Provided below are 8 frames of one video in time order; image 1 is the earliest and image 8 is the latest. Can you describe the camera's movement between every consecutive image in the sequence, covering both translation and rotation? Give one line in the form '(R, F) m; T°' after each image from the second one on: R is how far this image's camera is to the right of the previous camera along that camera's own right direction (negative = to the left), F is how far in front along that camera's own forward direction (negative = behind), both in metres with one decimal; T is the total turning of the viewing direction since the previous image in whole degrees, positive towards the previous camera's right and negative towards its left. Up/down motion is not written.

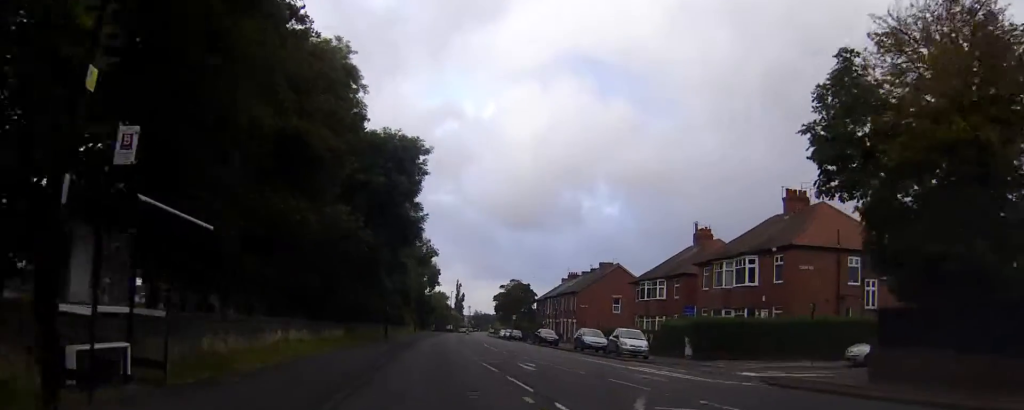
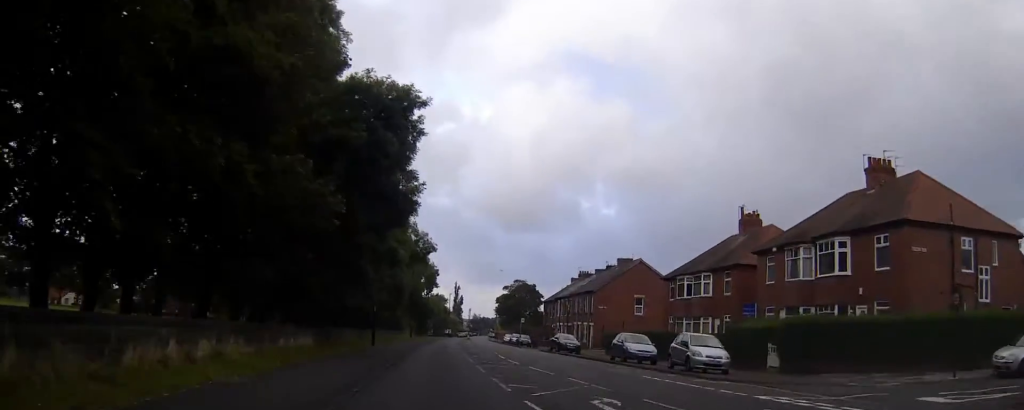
(0.0, +10.4) m; 0°
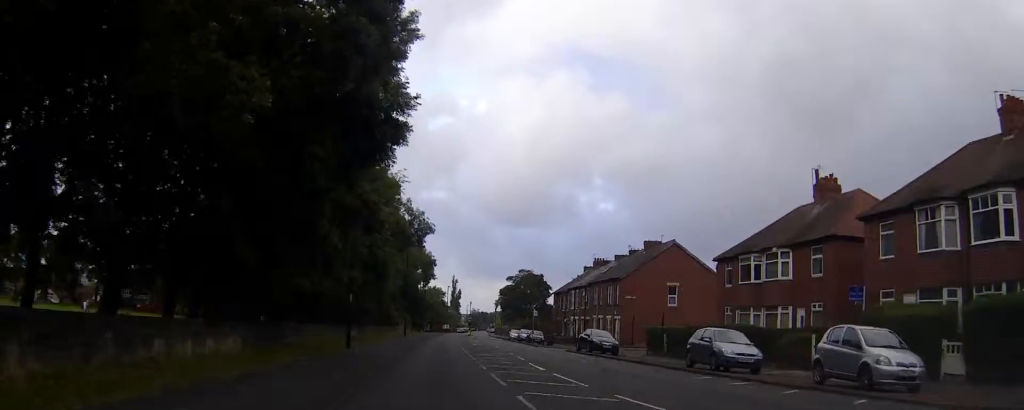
(0.0, +12.2) m; 0°
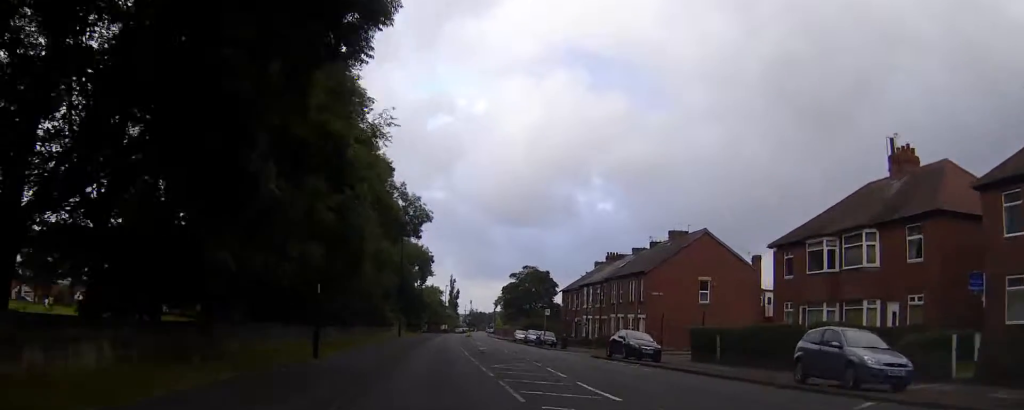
(0.0, +8.7) m; 0°
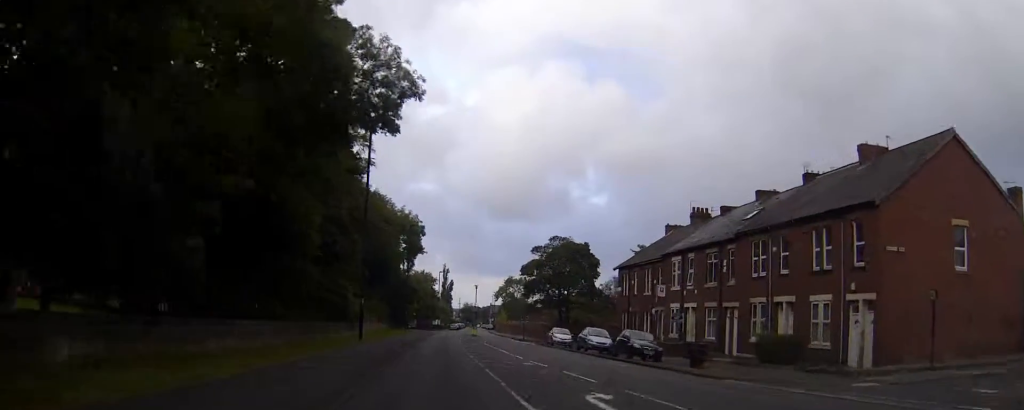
(+0.6, +32.8) m; +2°
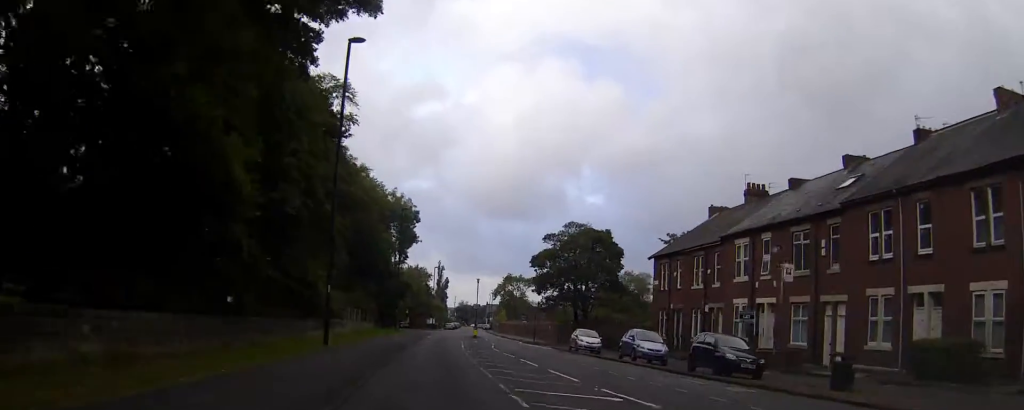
(0.0, +11.6) m; 0°
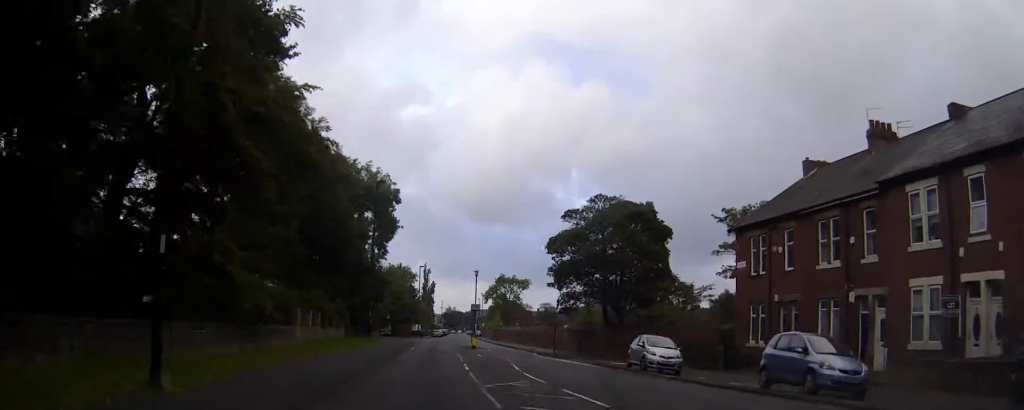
(+0.1, +16.9) m; 0°
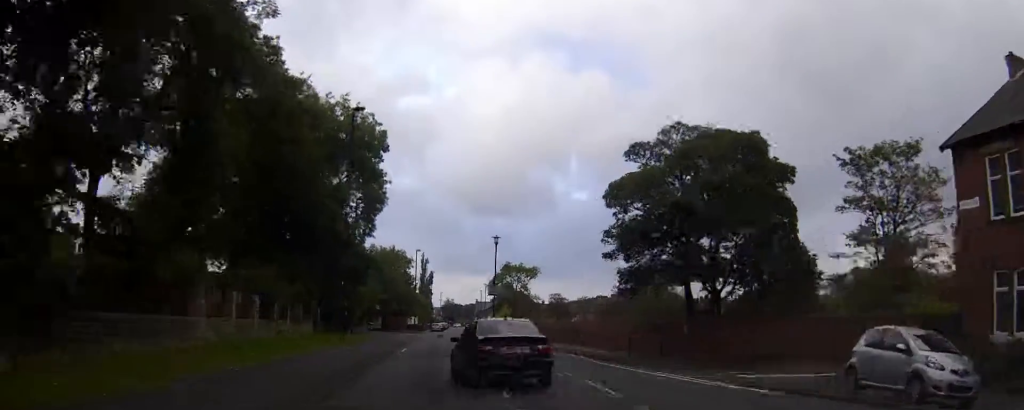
(0.0, +17.5) m; 0°
